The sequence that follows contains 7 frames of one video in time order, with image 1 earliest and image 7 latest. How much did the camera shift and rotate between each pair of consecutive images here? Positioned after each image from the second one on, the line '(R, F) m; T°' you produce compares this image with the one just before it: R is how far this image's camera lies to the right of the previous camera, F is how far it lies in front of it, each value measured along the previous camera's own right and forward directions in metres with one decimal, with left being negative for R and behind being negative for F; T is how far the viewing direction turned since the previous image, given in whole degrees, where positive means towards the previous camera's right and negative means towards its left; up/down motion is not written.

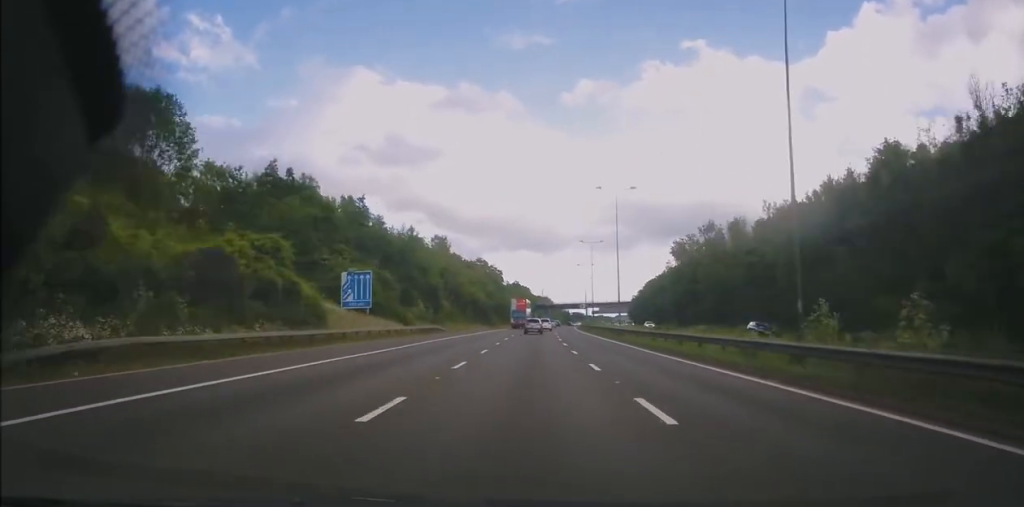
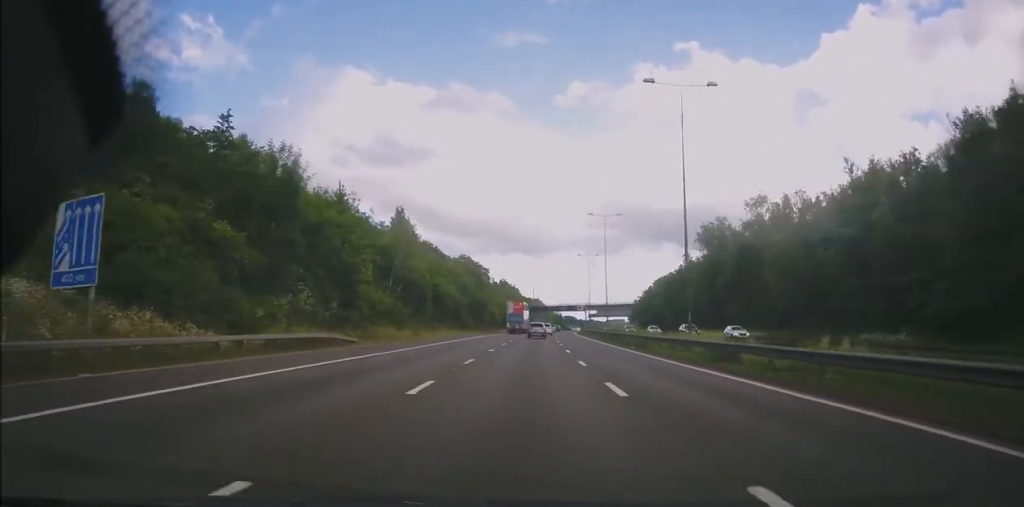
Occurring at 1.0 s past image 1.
(+0.1, +30.1) m; +2°
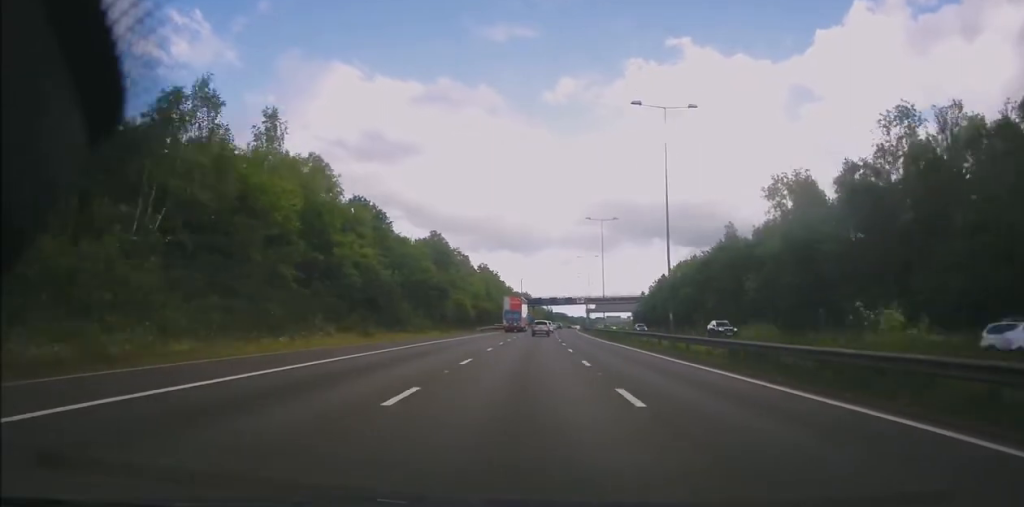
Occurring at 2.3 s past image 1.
(+1.1, +38.3) m; +1°
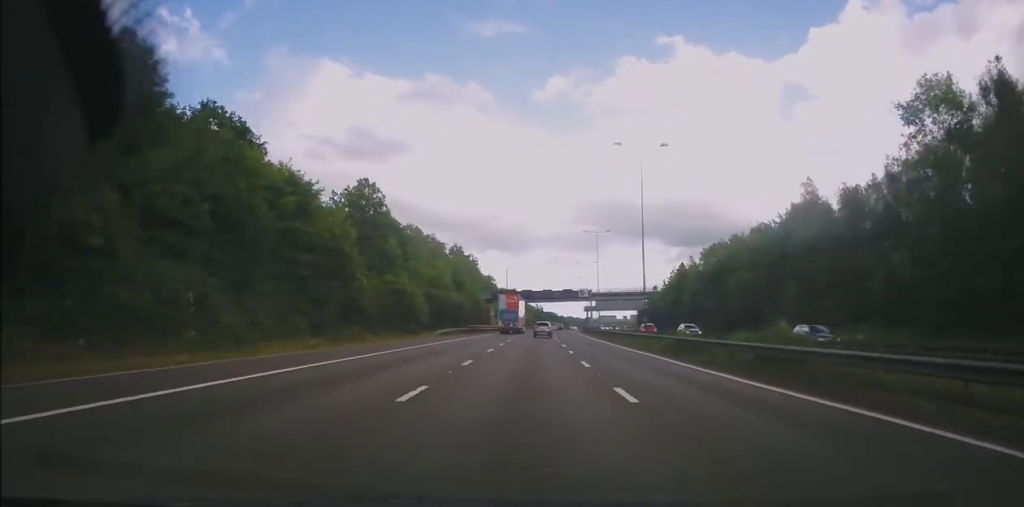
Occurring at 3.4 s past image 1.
(-0.4, +33.6) m; 0°
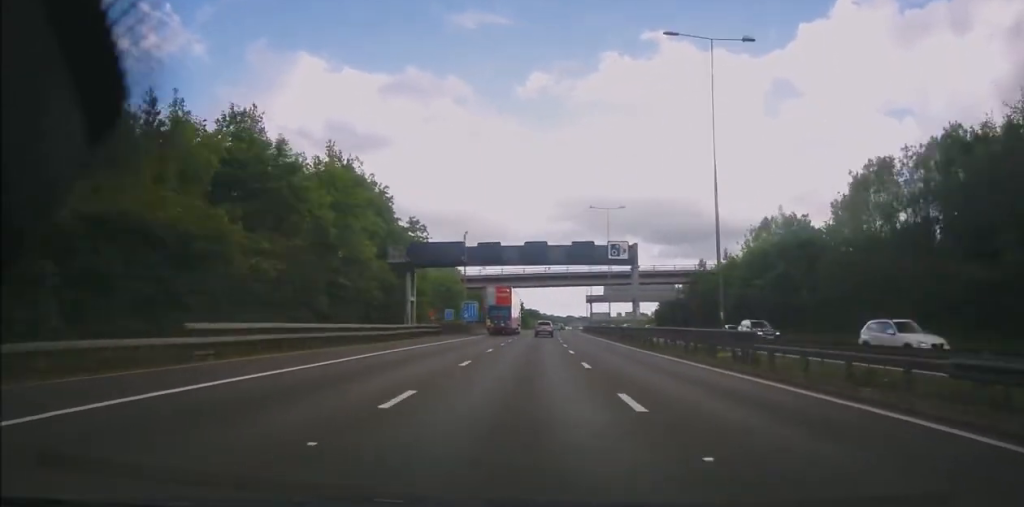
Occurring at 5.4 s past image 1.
(+2.2, +62.6) m; +3°
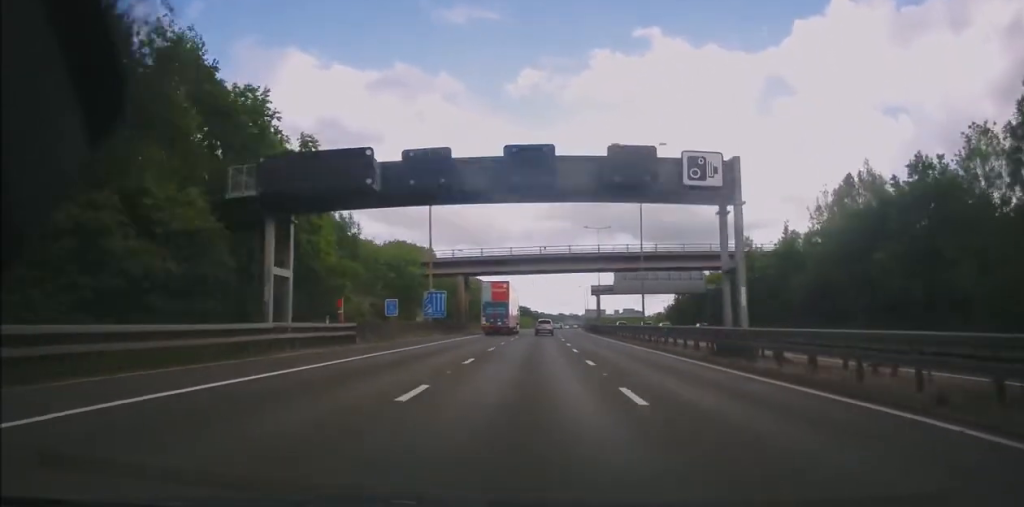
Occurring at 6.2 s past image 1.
(-0.2, +25.9) m; +1°
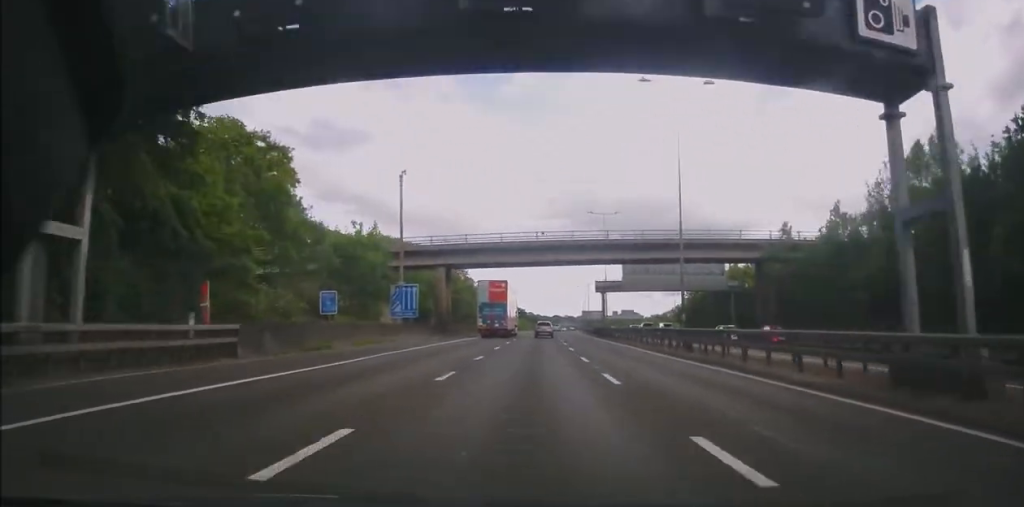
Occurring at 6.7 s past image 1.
(+0.3, +13.5) m; +1°
